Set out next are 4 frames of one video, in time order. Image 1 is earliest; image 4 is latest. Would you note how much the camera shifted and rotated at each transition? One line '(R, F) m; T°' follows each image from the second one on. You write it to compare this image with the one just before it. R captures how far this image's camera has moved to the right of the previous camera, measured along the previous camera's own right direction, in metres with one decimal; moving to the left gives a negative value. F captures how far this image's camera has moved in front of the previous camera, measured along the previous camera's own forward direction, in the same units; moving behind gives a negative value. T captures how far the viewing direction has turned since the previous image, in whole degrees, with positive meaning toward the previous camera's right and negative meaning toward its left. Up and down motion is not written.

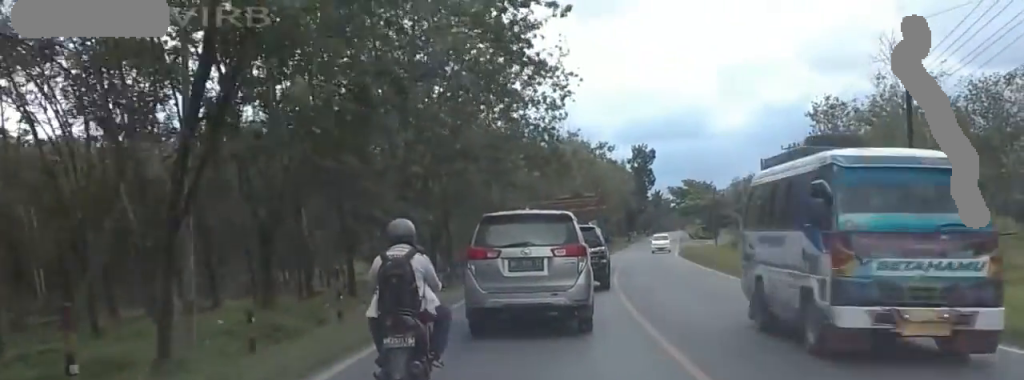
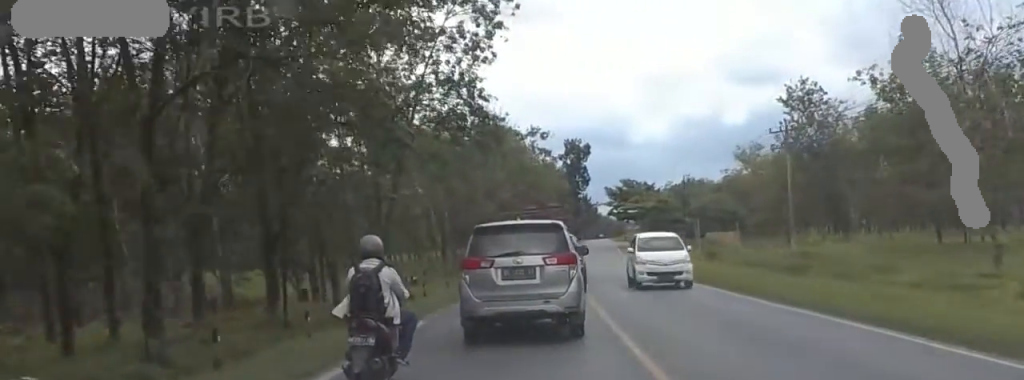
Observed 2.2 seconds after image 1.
(-1.7, +21.9) m; -3°
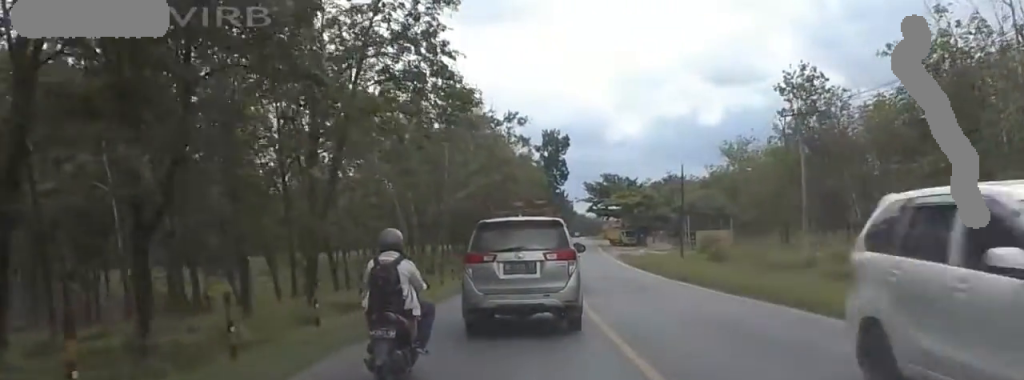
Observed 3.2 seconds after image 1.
(+0.3, +8.6) m; +2°
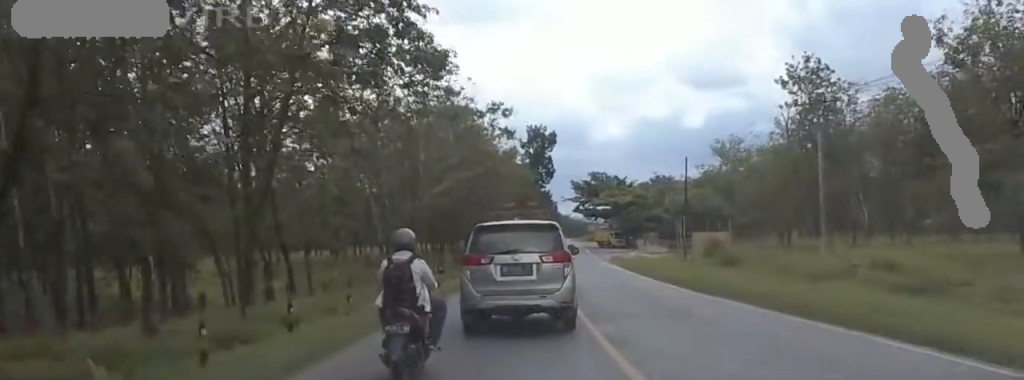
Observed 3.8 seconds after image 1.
(-0.1, +5.9) m; 0°
